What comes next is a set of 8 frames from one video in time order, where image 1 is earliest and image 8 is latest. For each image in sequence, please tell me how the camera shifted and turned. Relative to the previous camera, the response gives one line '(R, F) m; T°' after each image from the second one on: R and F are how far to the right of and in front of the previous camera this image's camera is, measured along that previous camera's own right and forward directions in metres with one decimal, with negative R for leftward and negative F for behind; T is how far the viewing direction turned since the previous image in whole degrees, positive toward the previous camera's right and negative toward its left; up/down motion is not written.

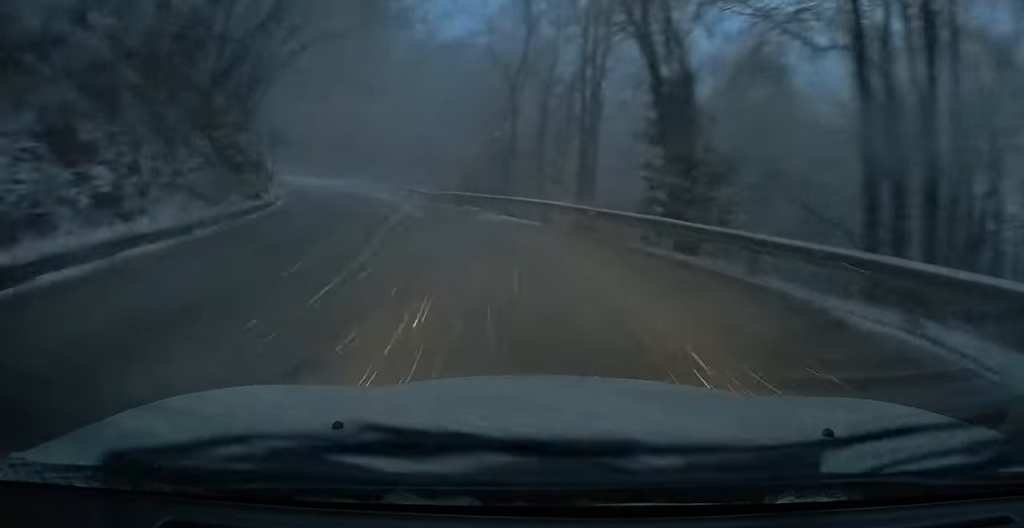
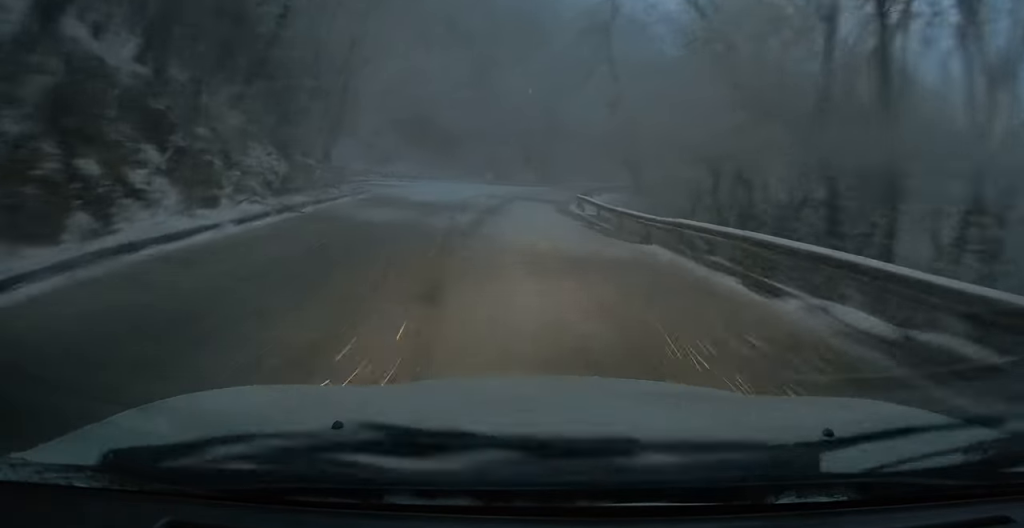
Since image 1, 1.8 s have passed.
(-2.7, +21.5) m; -11°
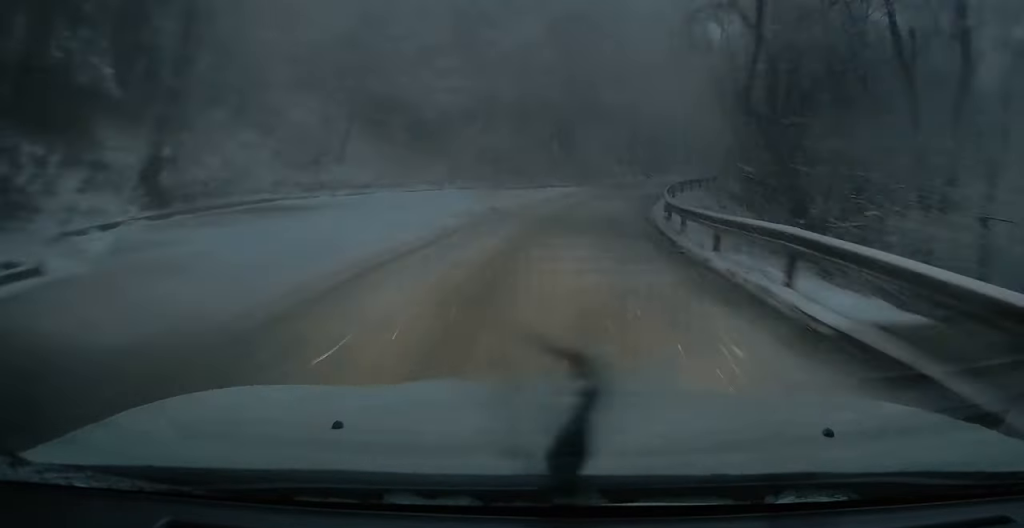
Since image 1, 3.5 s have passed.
(-0.1, +20.1) m; +4°
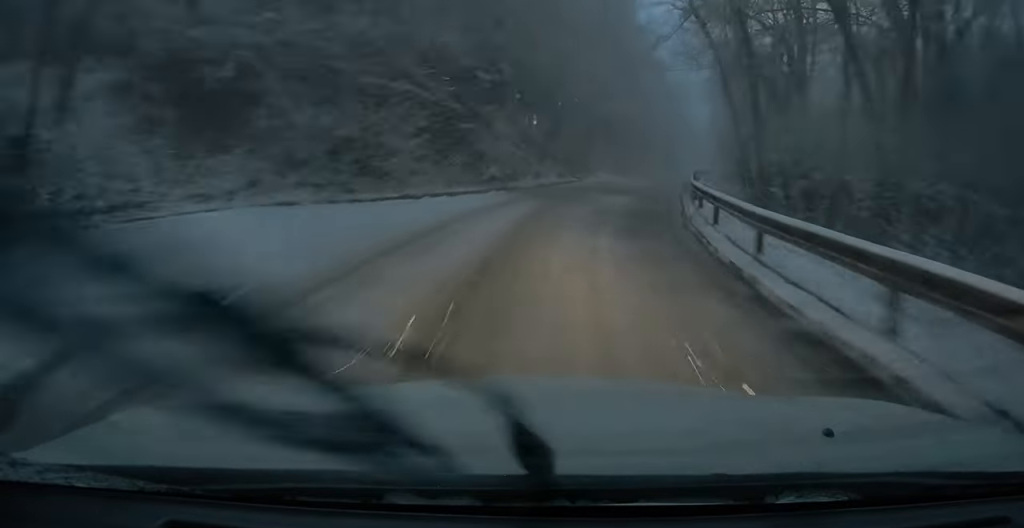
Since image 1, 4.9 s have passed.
(+1.8, +17.9) m; +9°
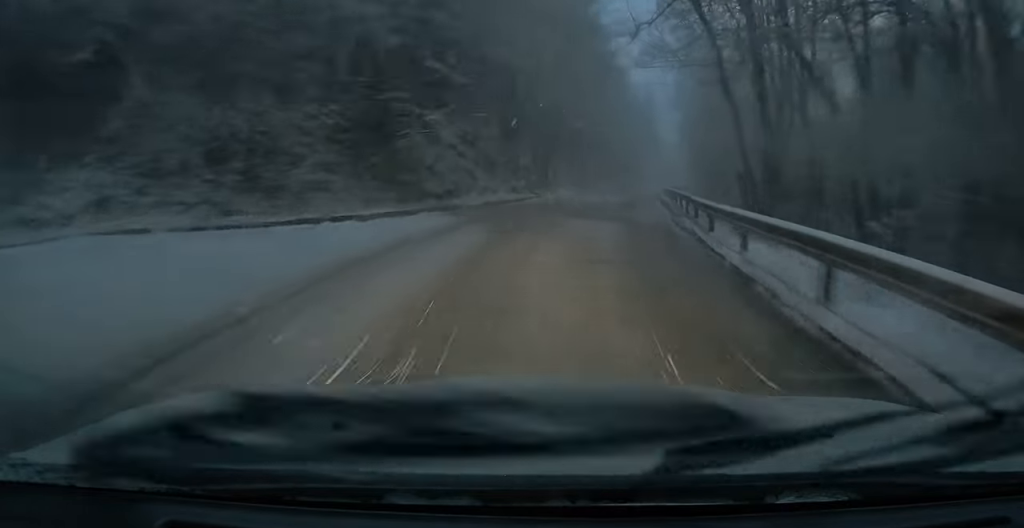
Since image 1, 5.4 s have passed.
(+0.2, +6.5) m; +2°
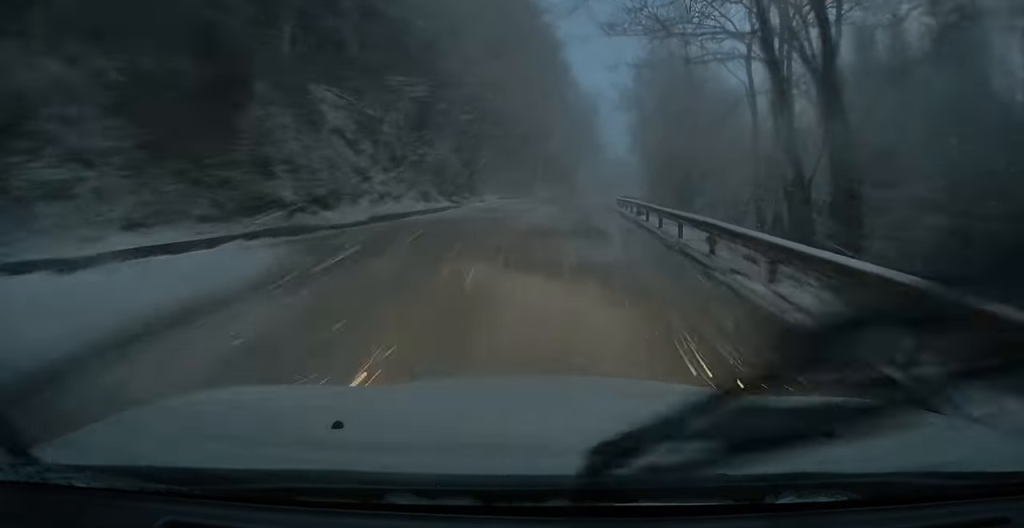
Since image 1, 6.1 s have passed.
(-0.4, +9.6) m; +2°
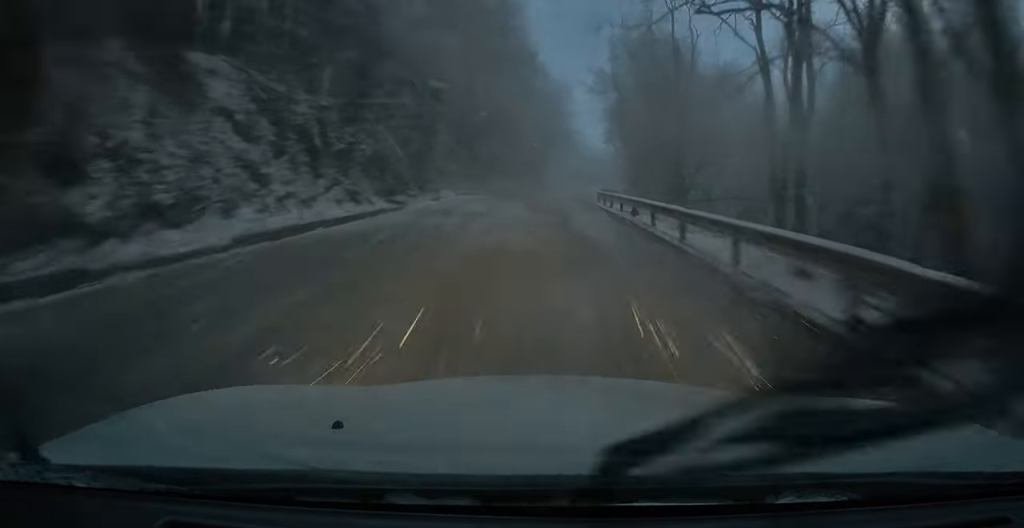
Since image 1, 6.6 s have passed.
(+0.3, +6.4) m; +3°
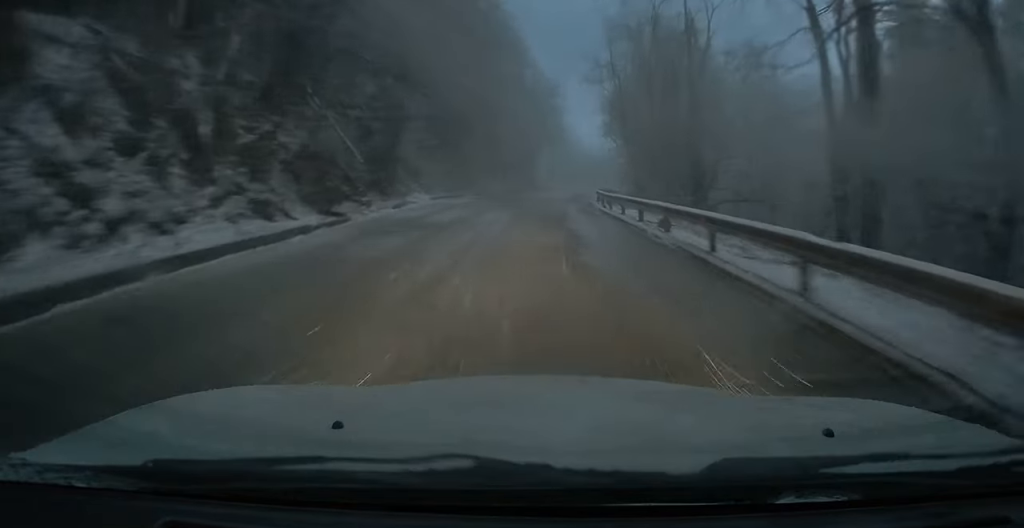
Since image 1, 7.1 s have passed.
(+0.2, +6.4) m; +3°
